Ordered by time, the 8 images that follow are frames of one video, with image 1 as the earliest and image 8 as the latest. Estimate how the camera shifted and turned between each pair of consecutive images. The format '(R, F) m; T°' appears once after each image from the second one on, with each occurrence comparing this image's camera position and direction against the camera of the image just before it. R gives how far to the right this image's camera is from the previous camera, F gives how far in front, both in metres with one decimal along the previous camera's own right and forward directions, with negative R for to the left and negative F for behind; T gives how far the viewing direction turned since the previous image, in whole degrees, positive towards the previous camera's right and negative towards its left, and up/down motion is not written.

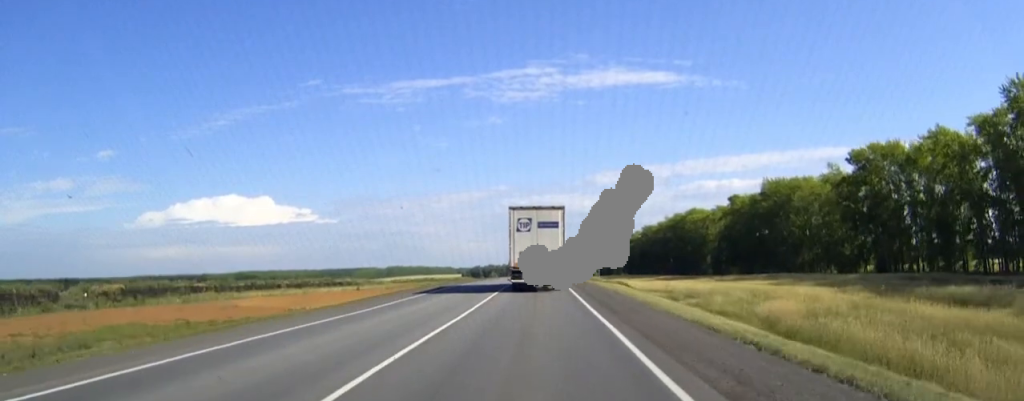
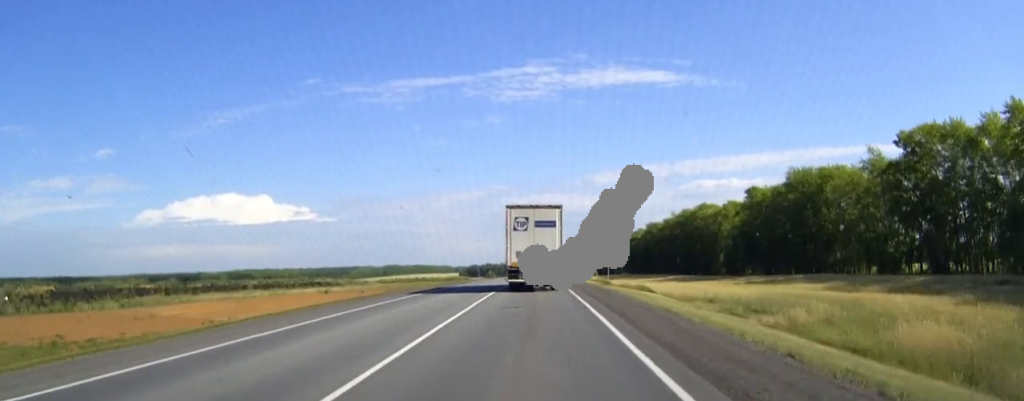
(0.0, +16.3) m; 0°
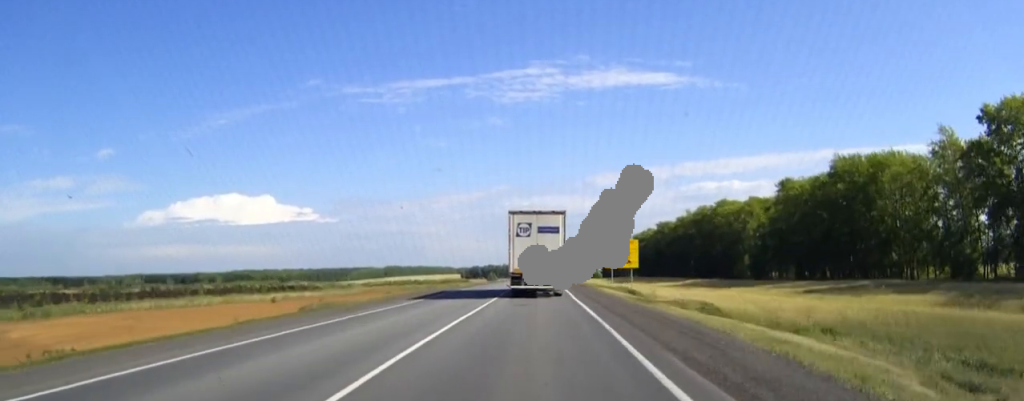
(0.0, +20.0) m; 0°
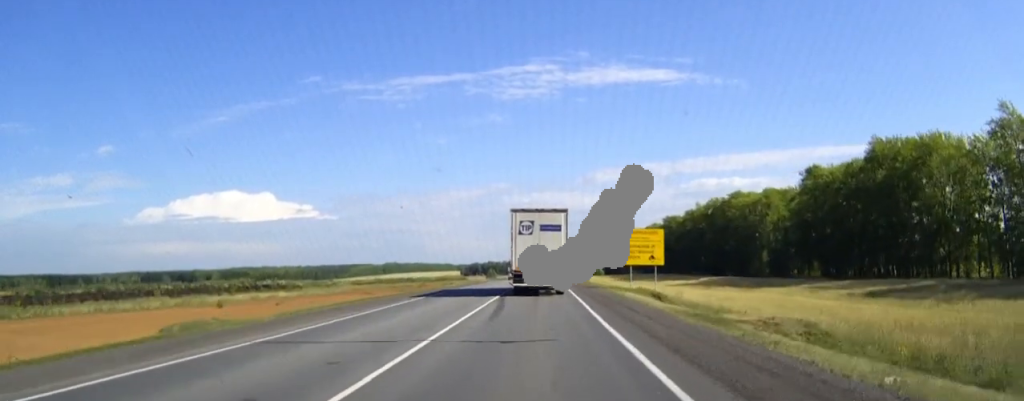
(0.0, +13.8) m; 0°
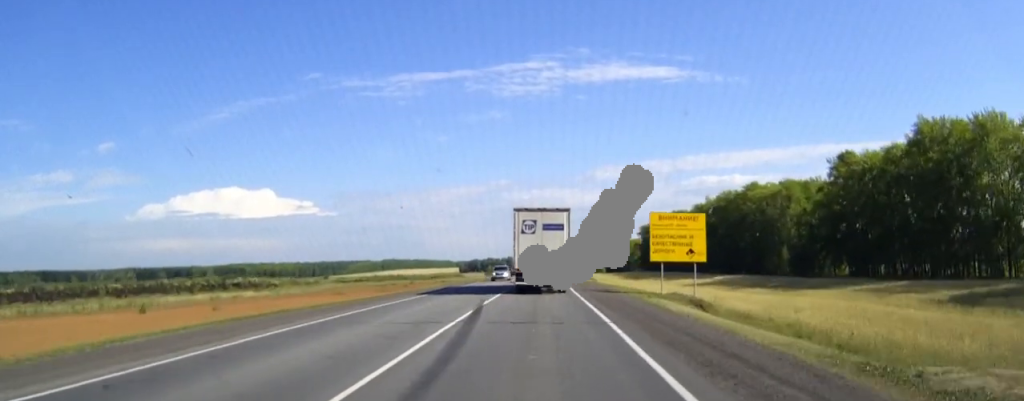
(0.0, +13.6) m; 0°
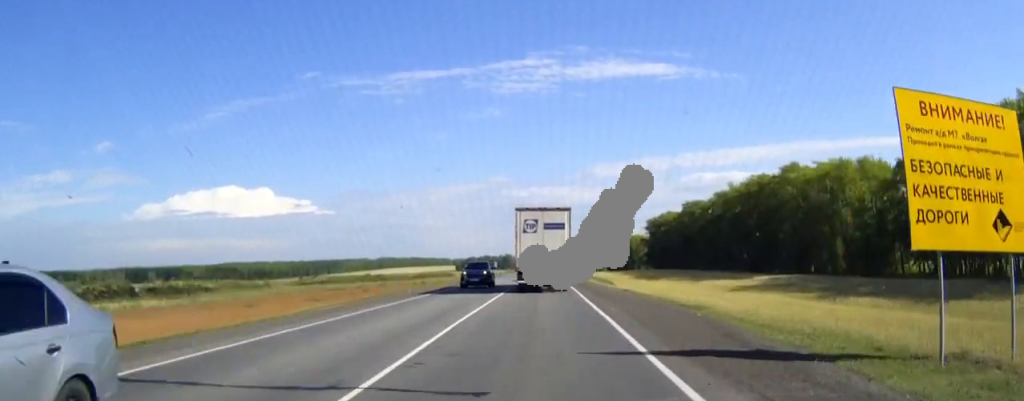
(0.0, +27.8) m; 0°
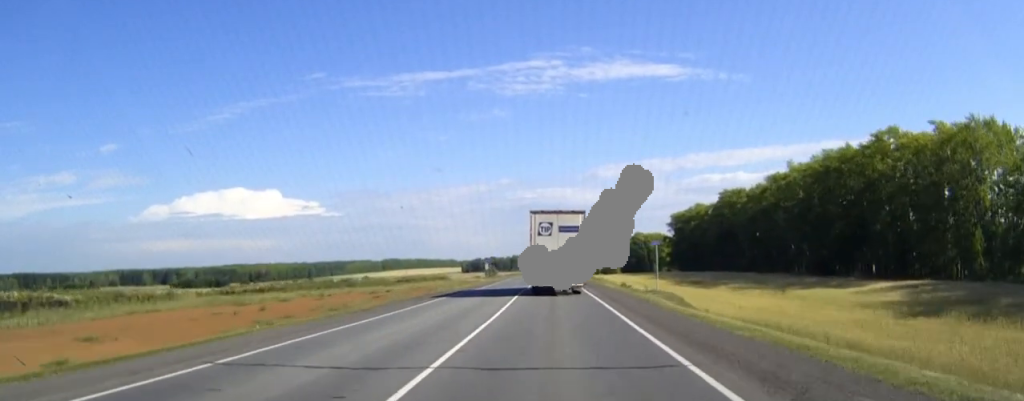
(-0.1, +38.5) m; 0°
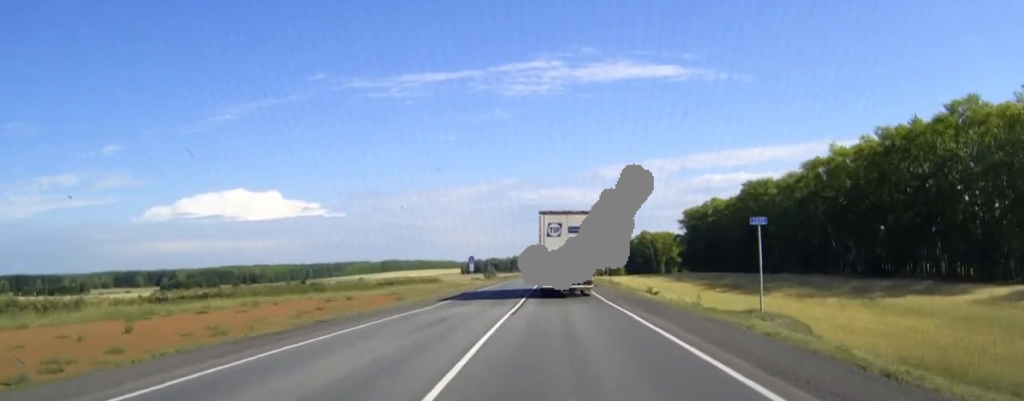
(-0.1, +21.3) m; 0°
